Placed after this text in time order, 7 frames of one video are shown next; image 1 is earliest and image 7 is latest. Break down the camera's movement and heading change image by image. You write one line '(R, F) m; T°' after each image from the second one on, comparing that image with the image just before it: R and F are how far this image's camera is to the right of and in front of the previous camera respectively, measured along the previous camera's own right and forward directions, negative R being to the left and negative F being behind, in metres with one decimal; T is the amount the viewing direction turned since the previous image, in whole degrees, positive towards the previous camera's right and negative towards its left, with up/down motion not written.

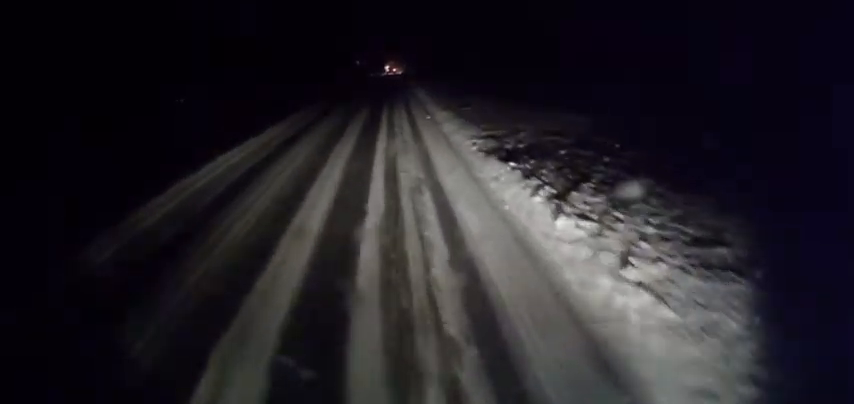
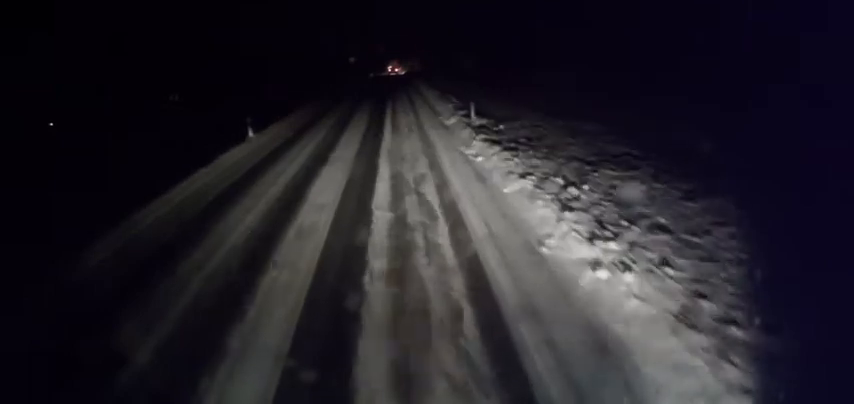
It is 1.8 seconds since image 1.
(-0.3, +19.4) m; -2°
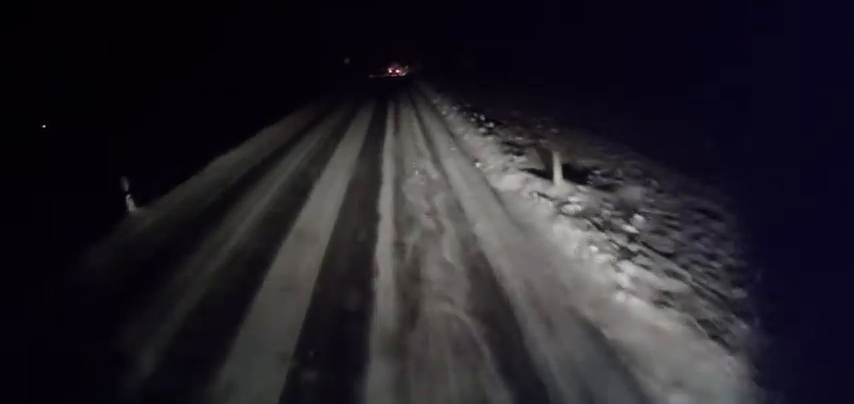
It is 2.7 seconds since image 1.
(0.0, +9.3) m; +1°
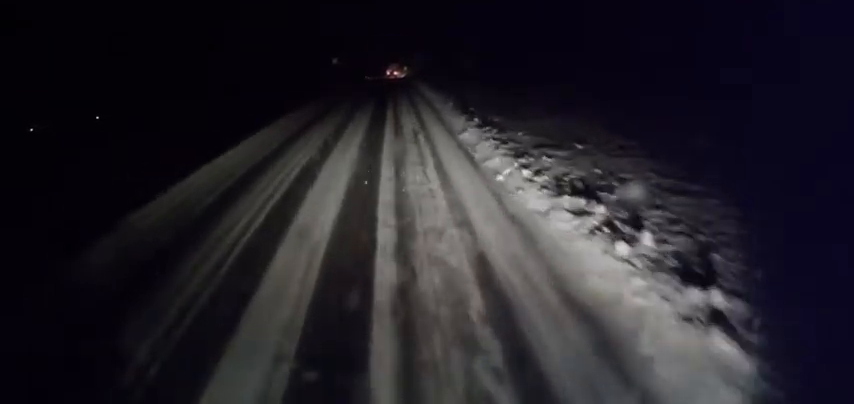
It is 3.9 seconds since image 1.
(+0.2, +12.4) m; +1°
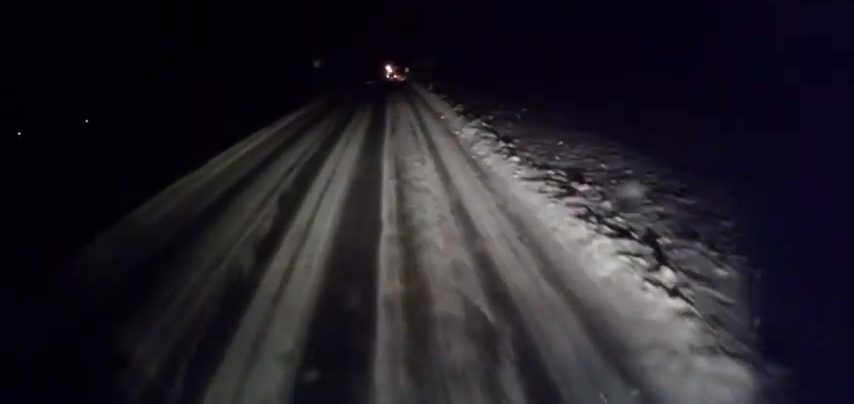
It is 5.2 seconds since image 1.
(0.0, +13.1) m; 0°
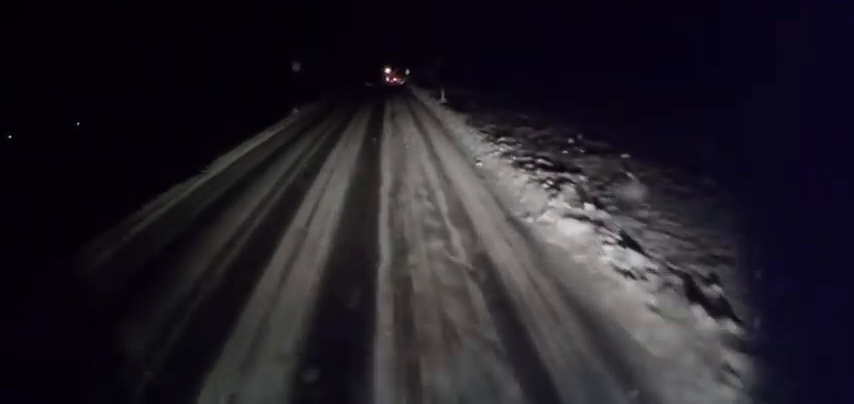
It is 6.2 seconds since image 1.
(0.0, +9.1) m; -2°
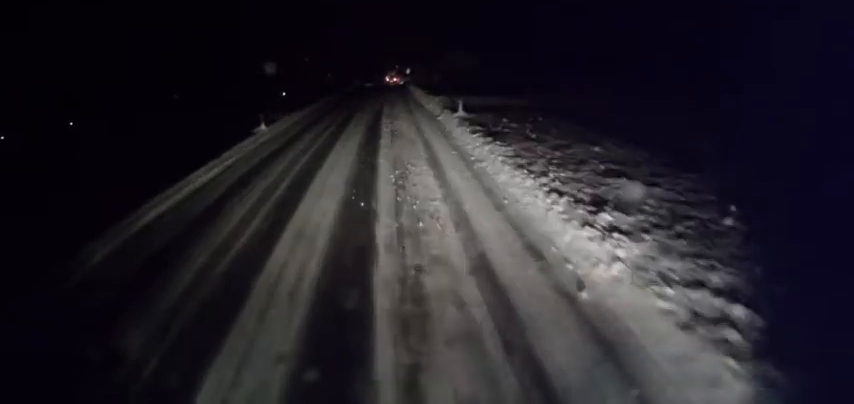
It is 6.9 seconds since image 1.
(-0.2, +6.9) m; 0°
